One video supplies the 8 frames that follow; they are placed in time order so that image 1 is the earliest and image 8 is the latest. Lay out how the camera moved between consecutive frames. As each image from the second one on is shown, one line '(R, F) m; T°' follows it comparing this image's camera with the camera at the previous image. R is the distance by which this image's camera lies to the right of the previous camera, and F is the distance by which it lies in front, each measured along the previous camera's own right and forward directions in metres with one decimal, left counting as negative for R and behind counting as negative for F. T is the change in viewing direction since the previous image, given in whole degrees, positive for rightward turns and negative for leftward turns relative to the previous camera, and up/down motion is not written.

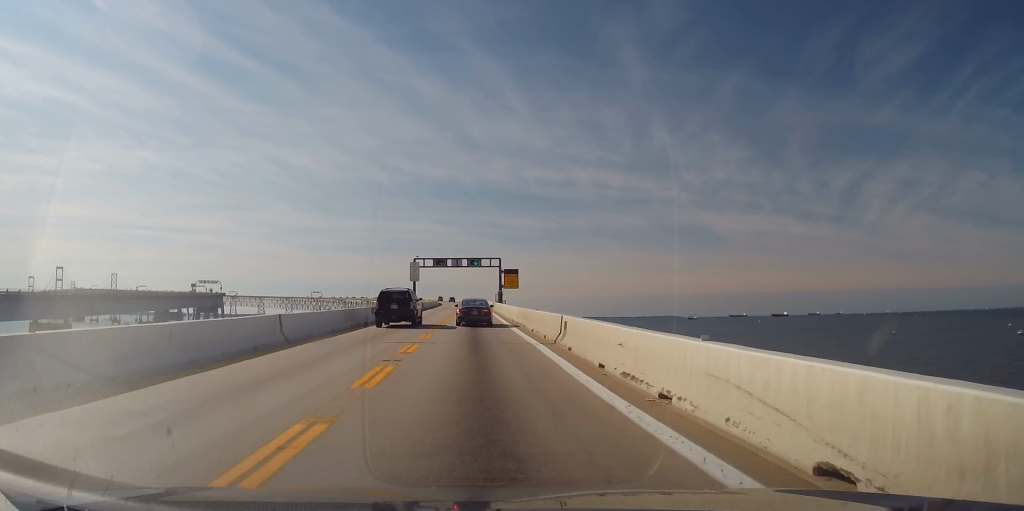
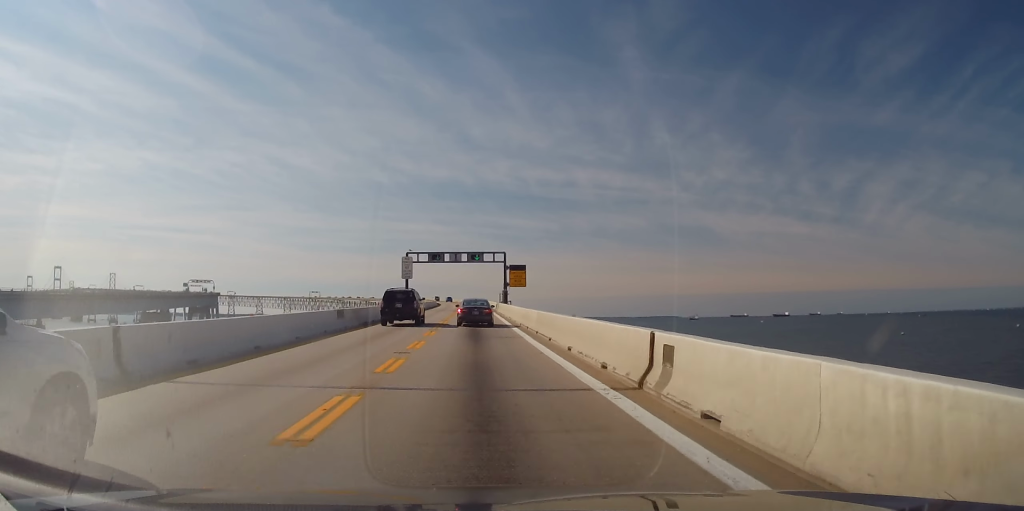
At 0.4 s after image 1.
(0.0, +10.2) m; 0°
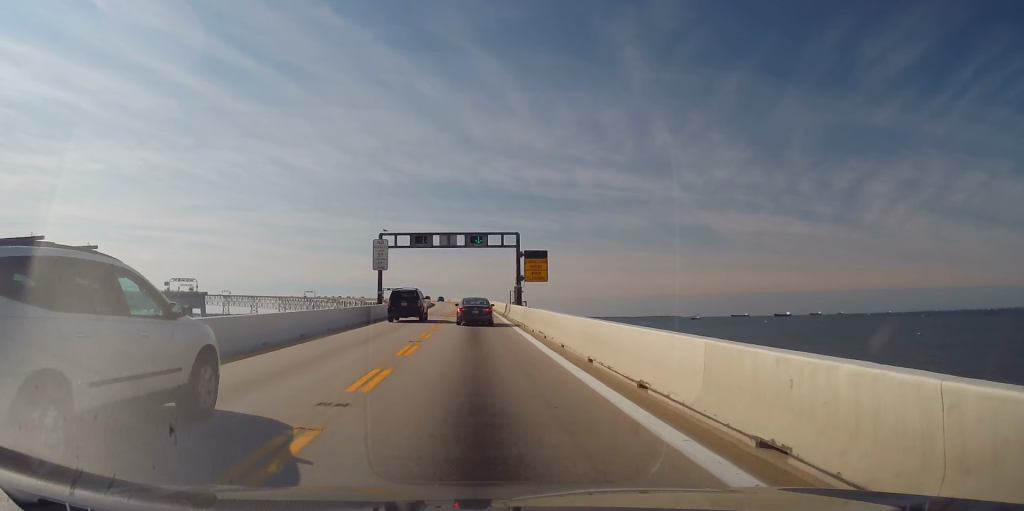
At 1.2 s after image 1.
(-0.1, +20.4) m; 0°
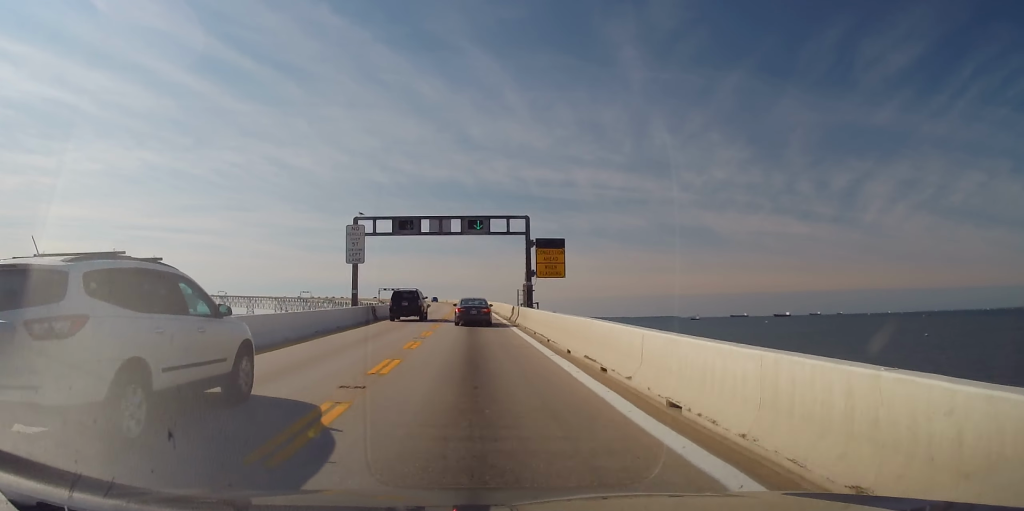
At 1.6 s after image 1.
(+0.2, +10.2) m; 0°
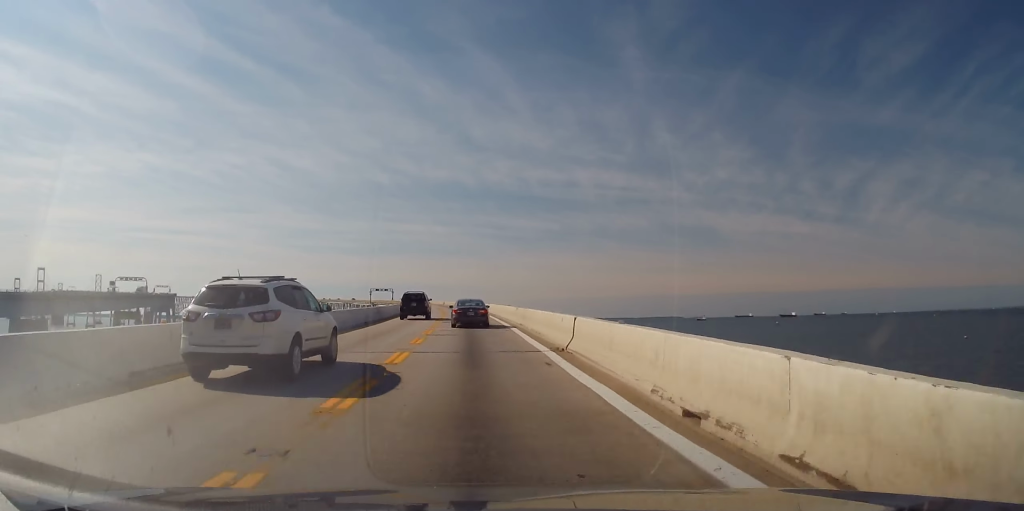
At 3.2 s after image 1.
(-0.2, +39.9) m; -1°
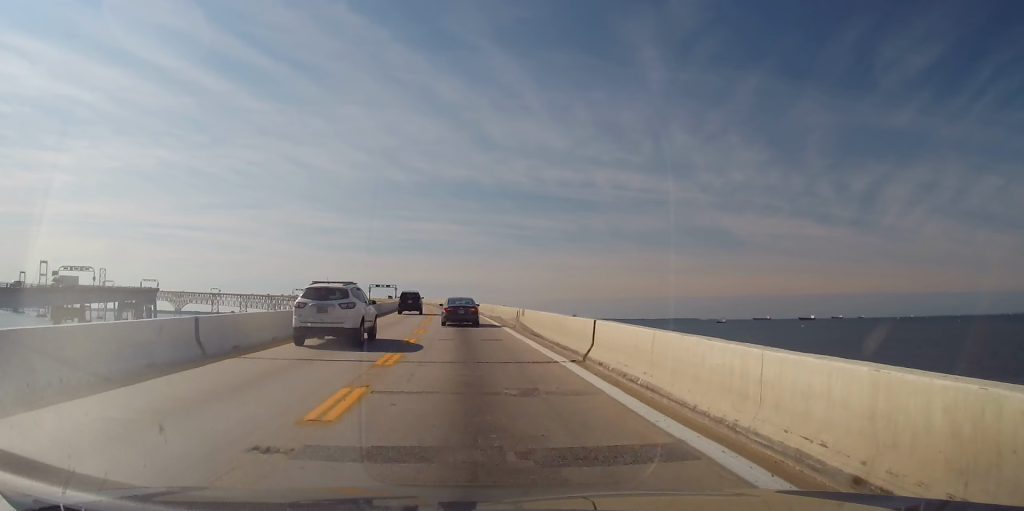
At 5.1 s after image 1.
(-1.1, +48.6) m; -2°
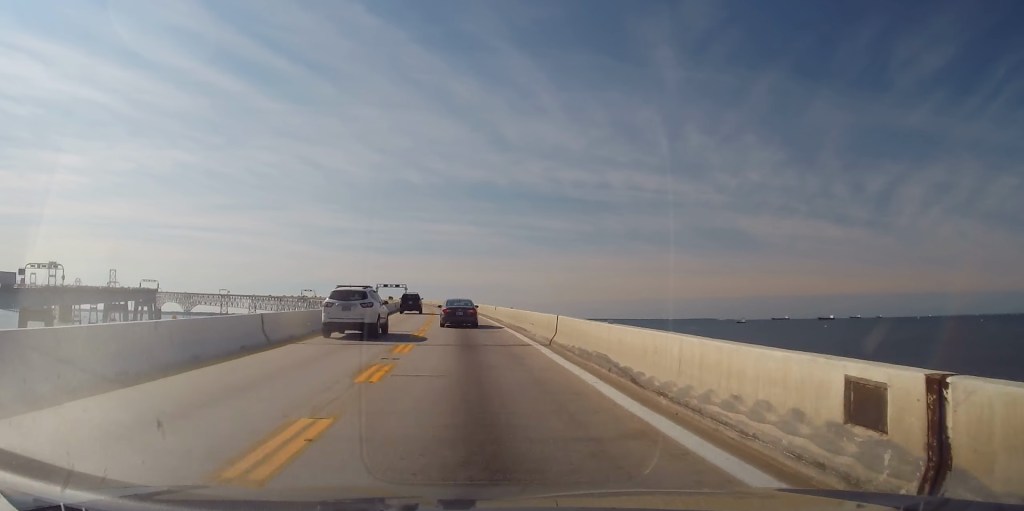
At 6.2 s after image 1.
(+0.3, +26.7) m; -1°
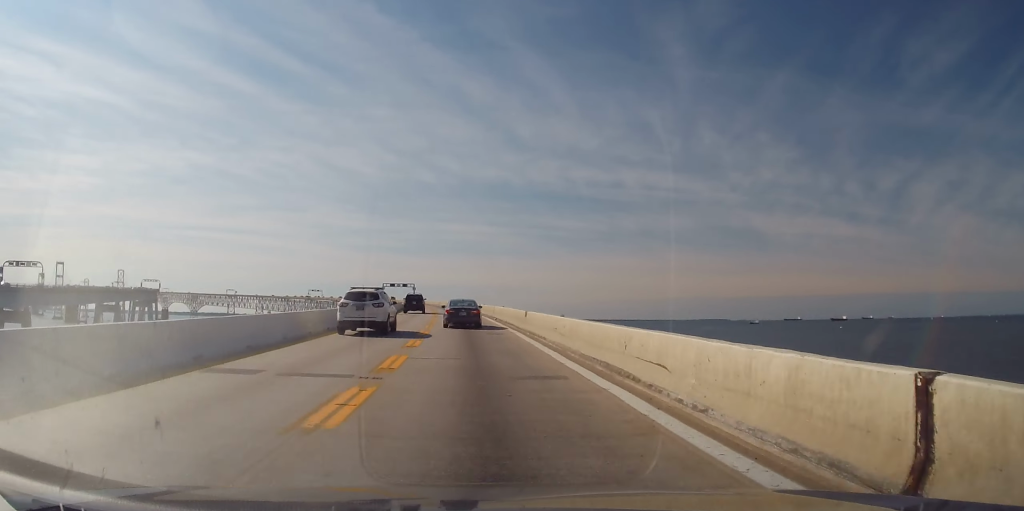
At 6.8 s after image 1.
(-0.3, +15.8) m; -2°
